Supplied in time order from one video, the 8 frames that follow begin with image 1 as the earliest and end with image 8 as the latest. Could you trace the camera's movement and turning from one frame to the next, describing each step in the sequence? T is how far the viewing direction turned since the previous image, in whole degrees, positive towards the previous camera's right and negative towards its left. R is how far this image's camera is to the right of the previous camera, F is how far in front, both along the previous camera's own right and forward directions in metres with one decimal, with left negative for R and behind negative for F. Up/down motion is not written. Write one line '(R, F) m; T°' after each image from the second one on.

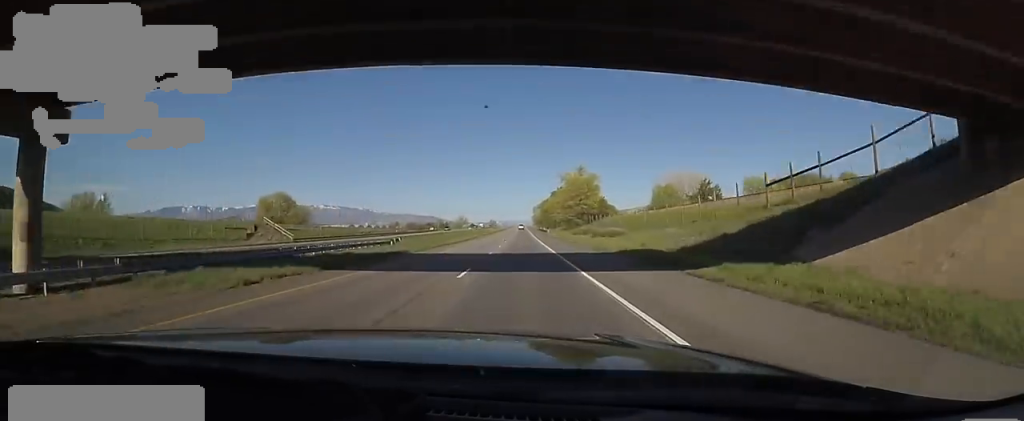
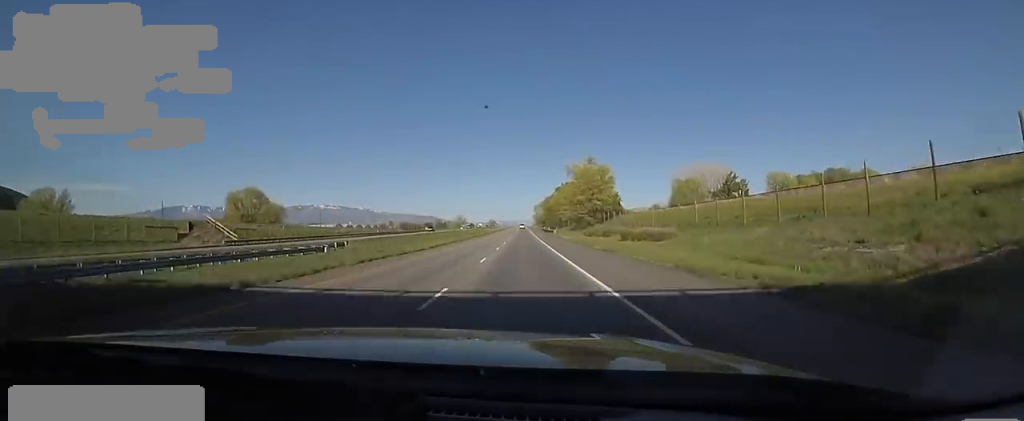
(+0.6, +17.7) m; +1°
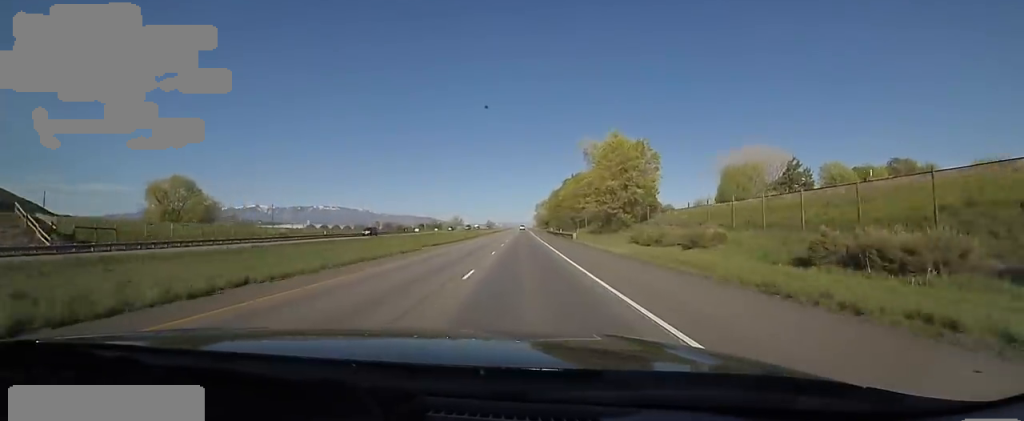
(+0.1, +31.8) m; -2°
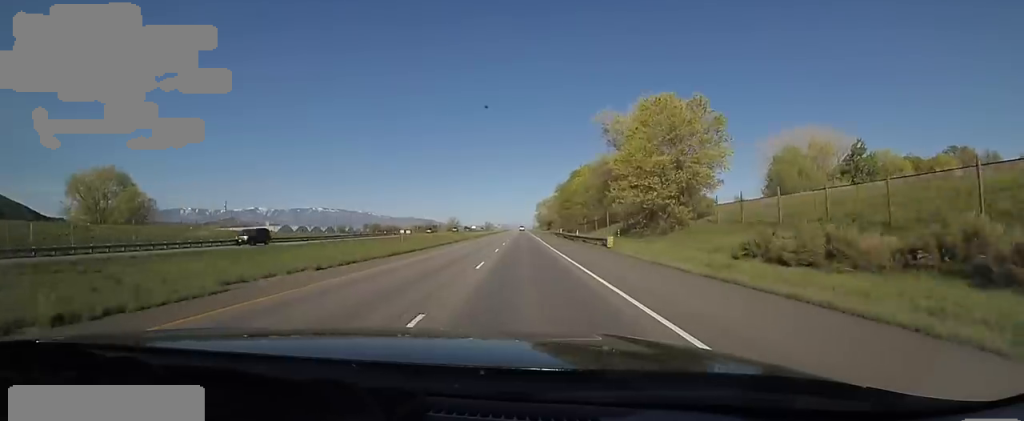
(-0.5, +20.8) m; 0°
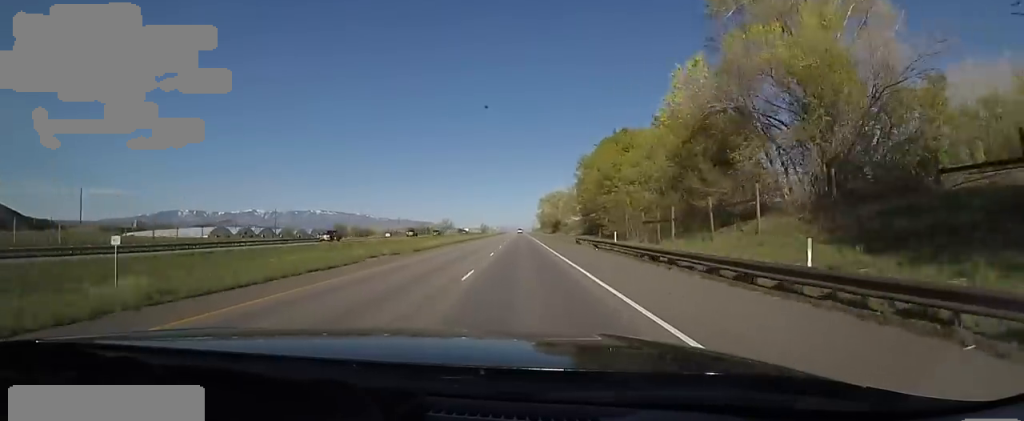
(+0.2, +39.6) m; +1°
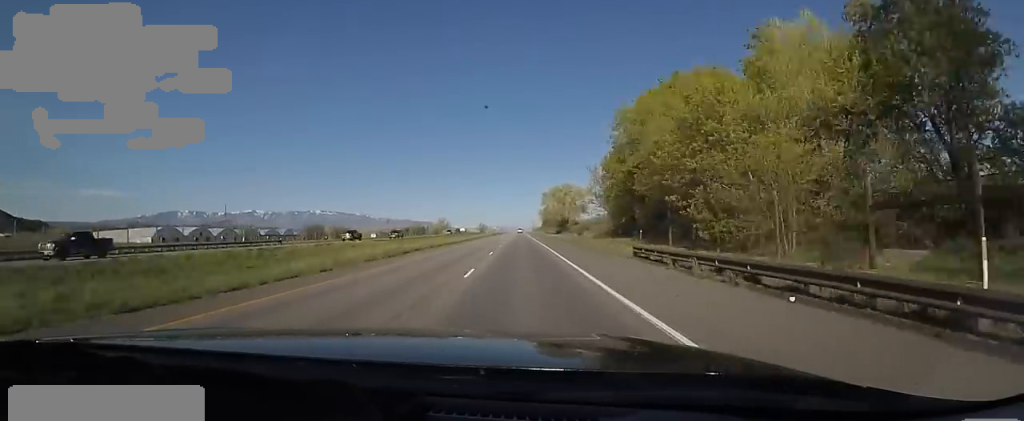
(+0.1, +23.3) m; 0°
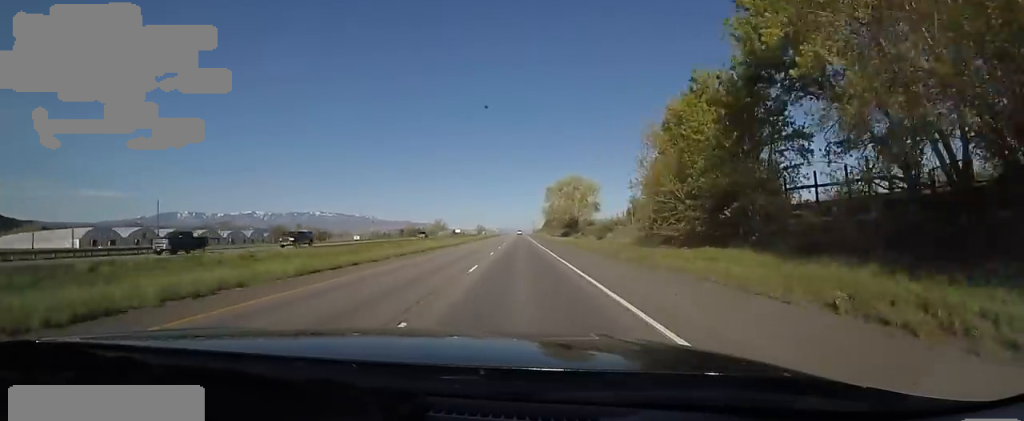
(-0.9, +22.2) m; 0°
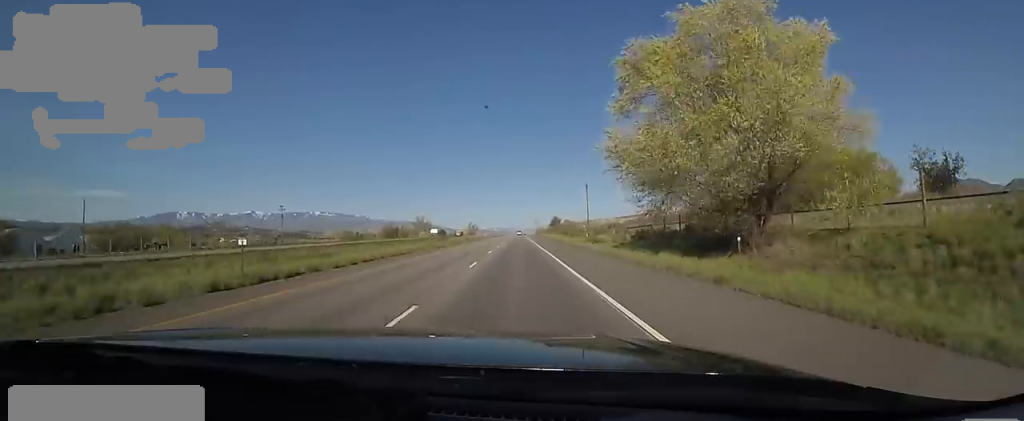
(+2.1, +82.8) m; 0°
